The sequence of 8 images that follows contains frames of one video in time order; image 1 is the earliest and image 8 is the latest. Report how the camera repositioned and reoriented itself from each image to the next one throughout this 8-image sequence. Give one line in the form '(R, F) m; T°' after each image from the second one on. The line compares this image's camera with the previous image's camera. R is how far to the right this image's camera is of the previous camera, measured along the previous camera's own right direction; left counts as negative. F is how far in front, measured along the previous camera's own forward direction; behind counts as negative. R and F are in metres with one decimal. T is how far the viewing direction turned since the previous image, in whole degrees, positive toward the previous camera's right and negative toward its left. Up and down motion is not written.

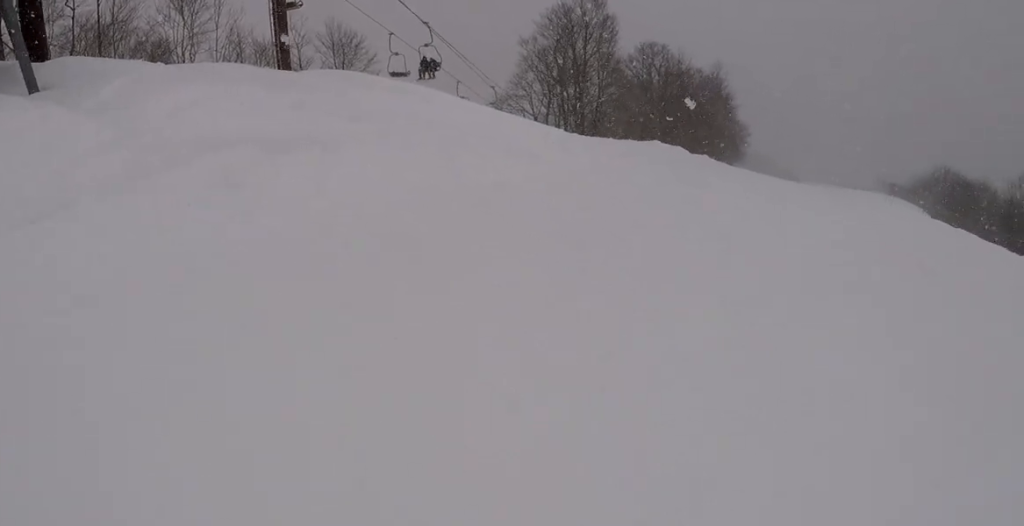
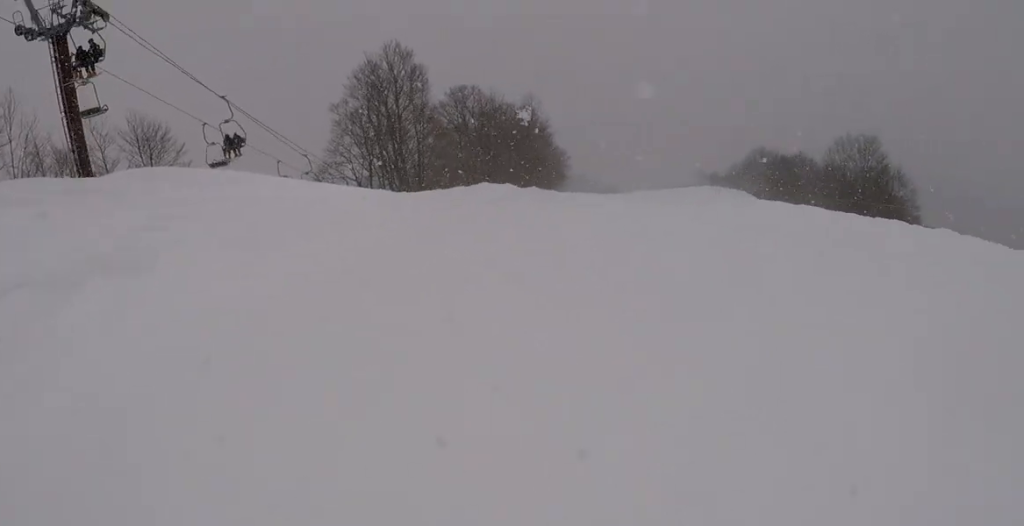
(+0.6, +1.7) m; -2°
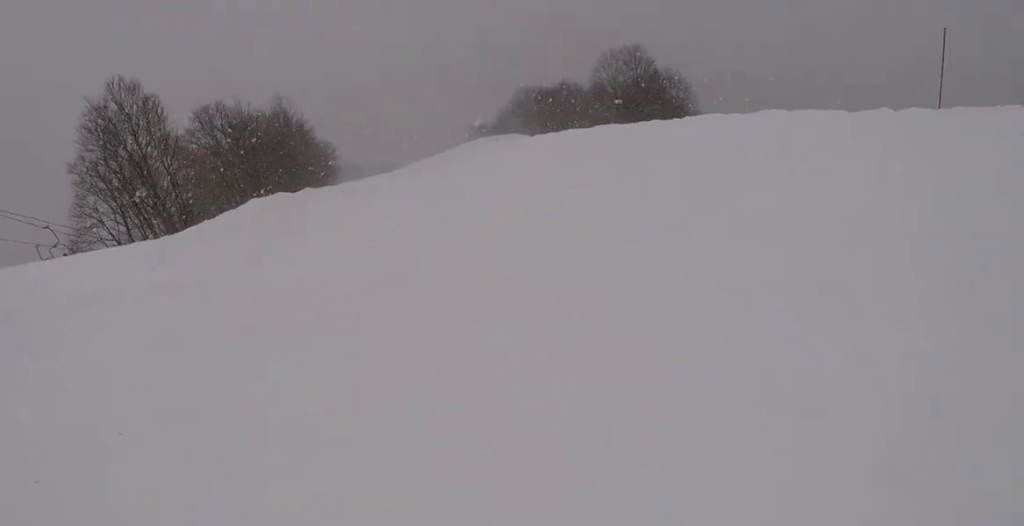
(+0.1, +2.4) m; -9°
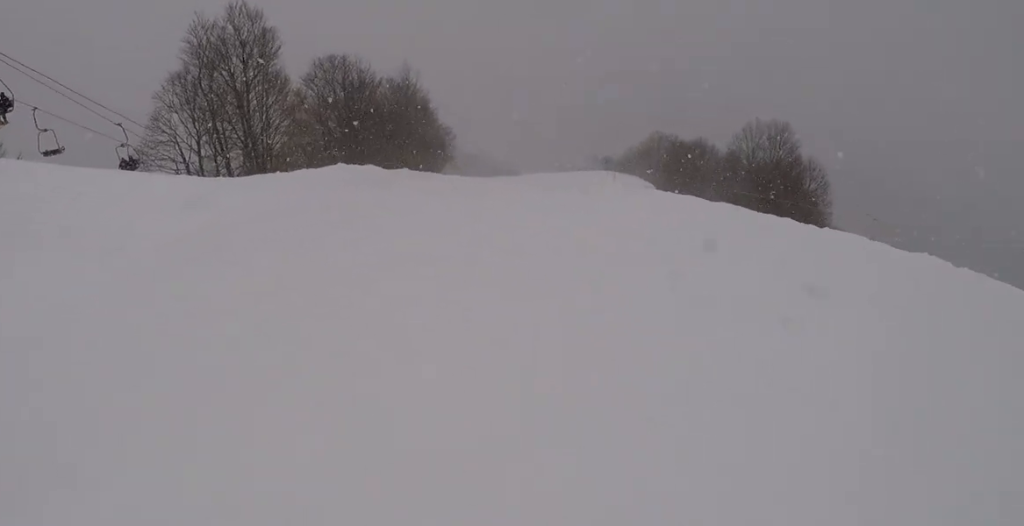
(-0.6, +3.0) m; -18°
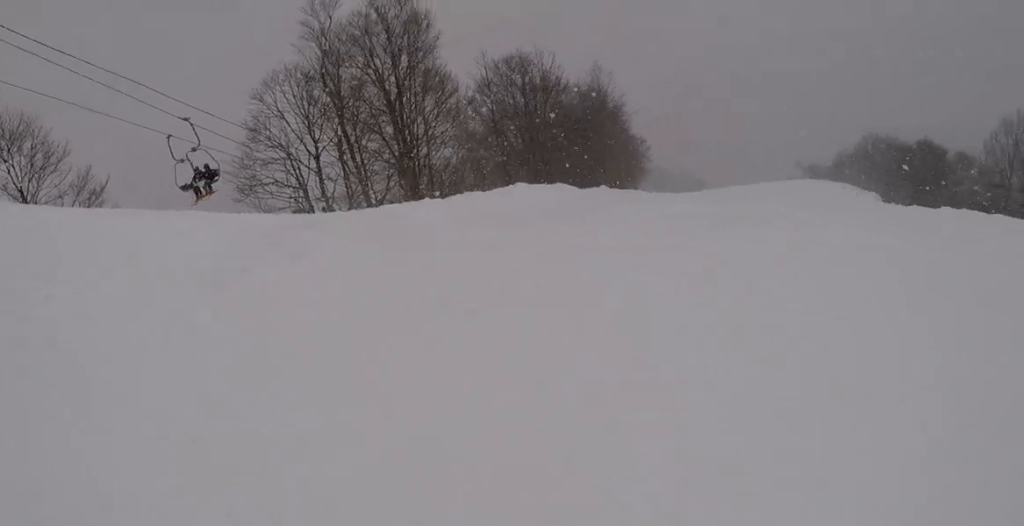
(-0.1, +9.3) m; +9°
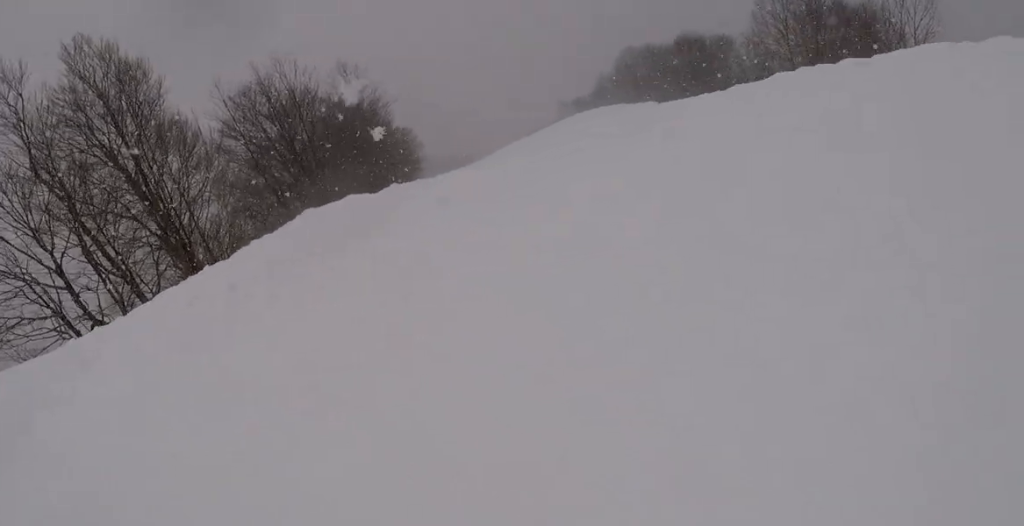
(+0.1, +3.4) m; +9°
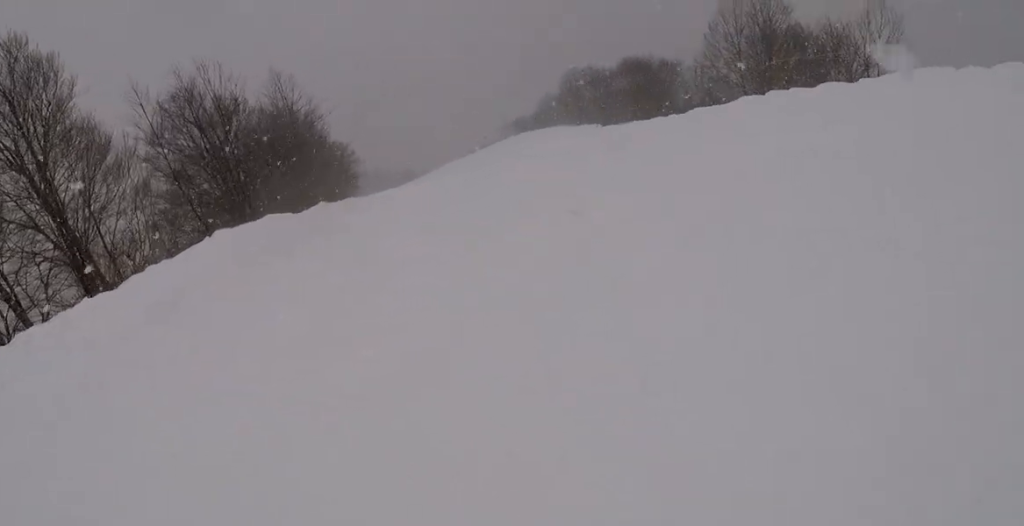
(+0.1, +2.2) m; +4°
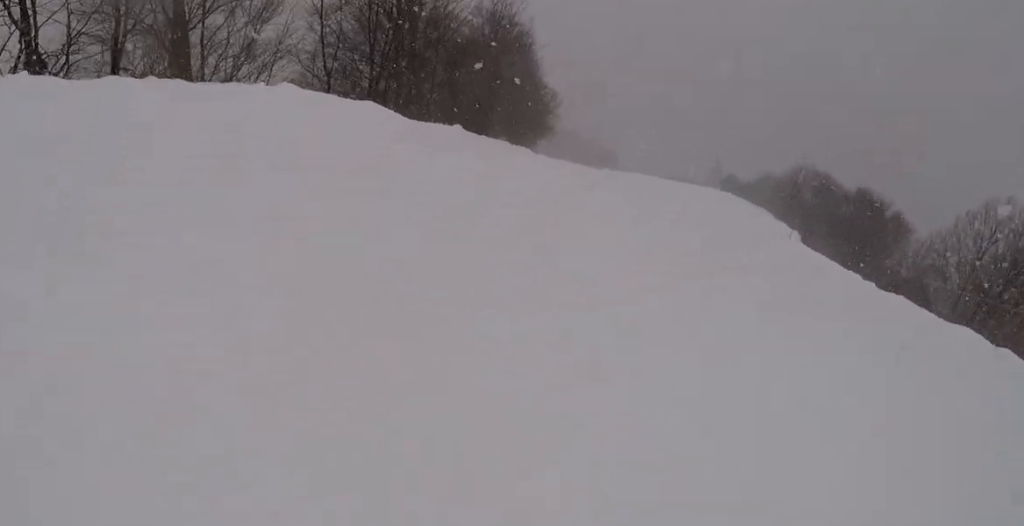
(+0.5, +5.2) m; +1°
